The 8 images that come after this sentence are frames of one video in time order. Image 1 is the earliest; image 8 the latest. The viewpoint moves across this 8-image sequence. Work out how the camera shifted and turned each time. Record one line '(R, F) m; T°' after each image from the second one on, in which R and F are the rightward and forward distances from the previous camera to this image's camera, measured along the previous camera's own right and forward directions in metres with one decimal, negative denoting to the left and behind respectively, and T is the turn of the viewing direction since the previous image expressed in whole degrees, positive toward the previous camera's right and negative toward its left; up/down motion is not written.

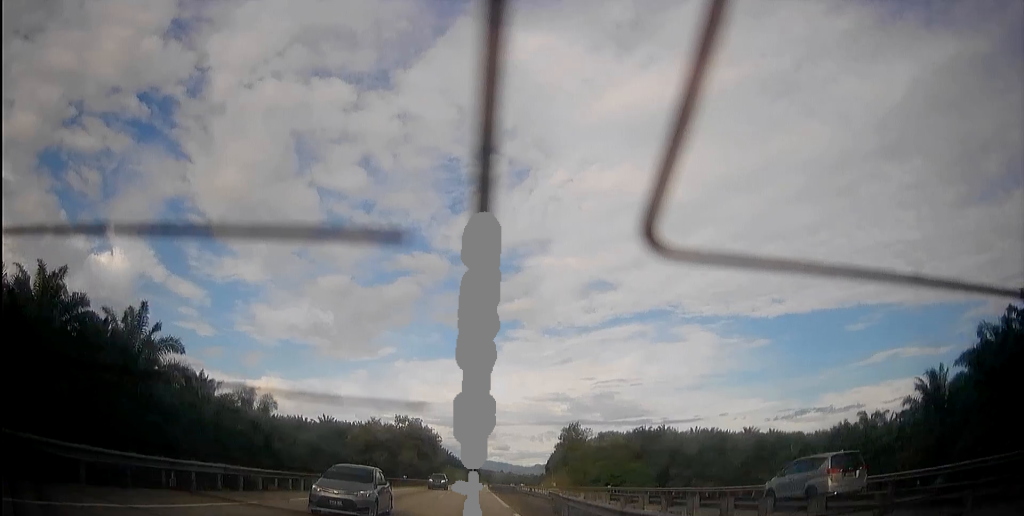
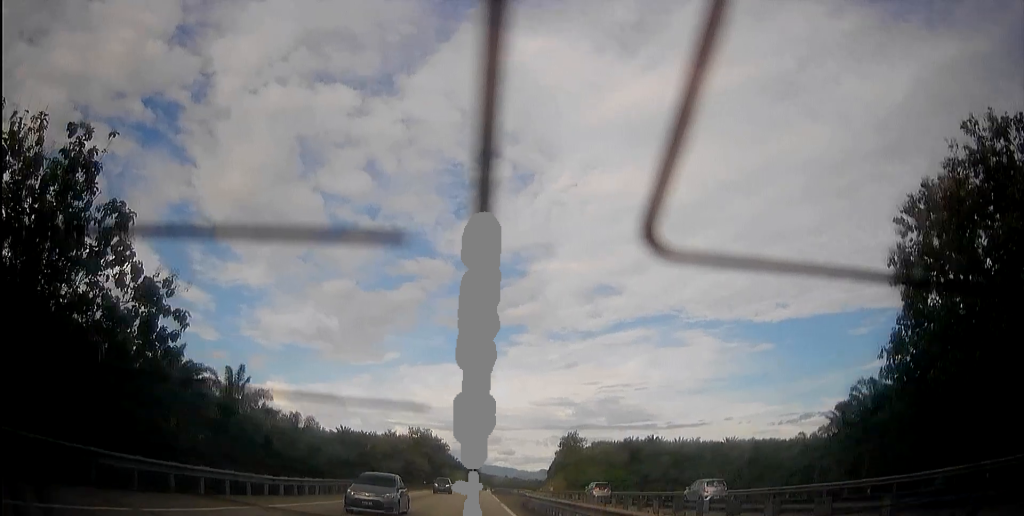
(0.0, +20.4) m; 0°
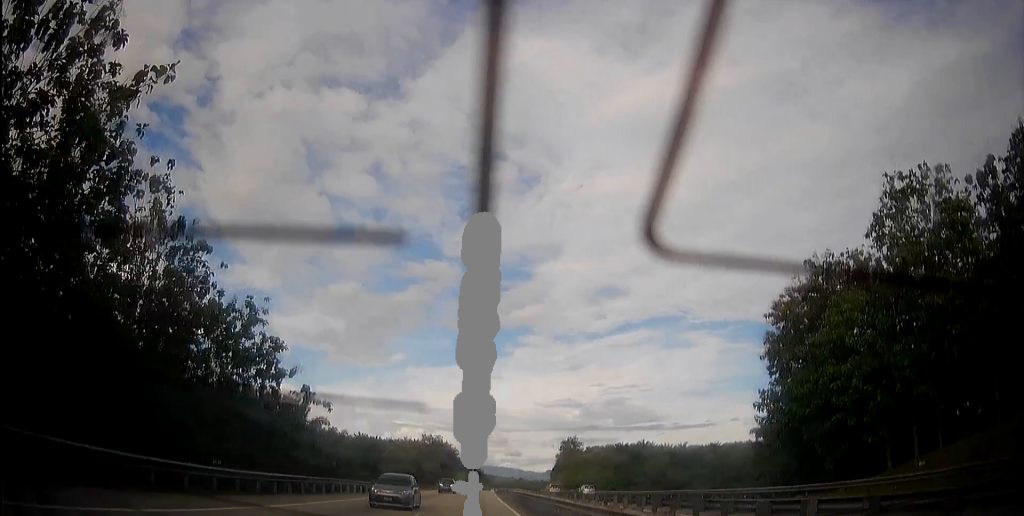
(+0.1, +20.5) m; 0°
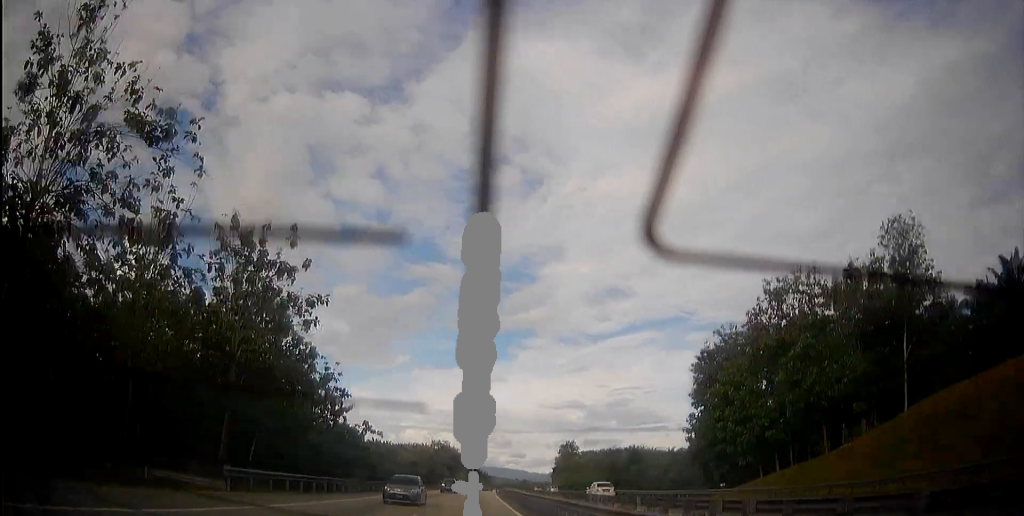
(+0.1, +21.7) m; +1°
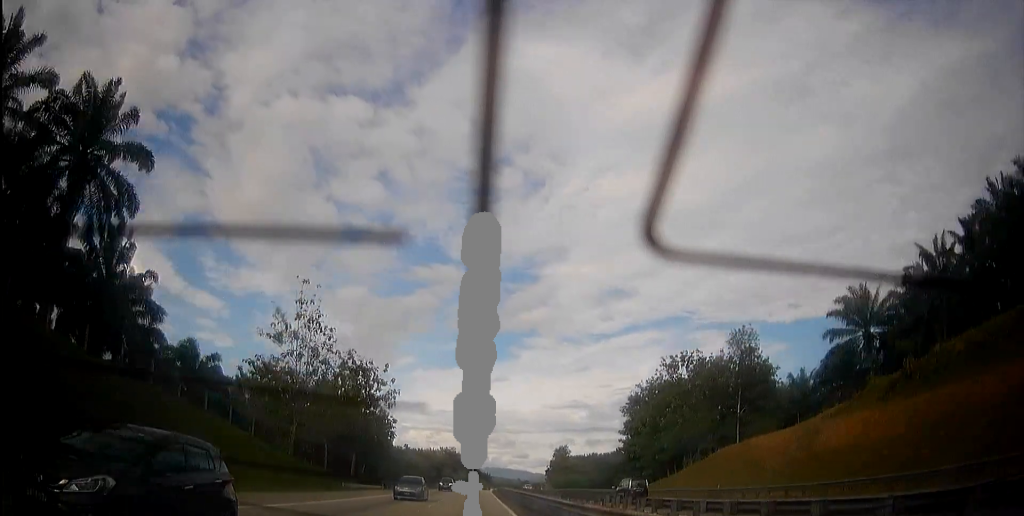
(+0.2, +34.9) m; 0°
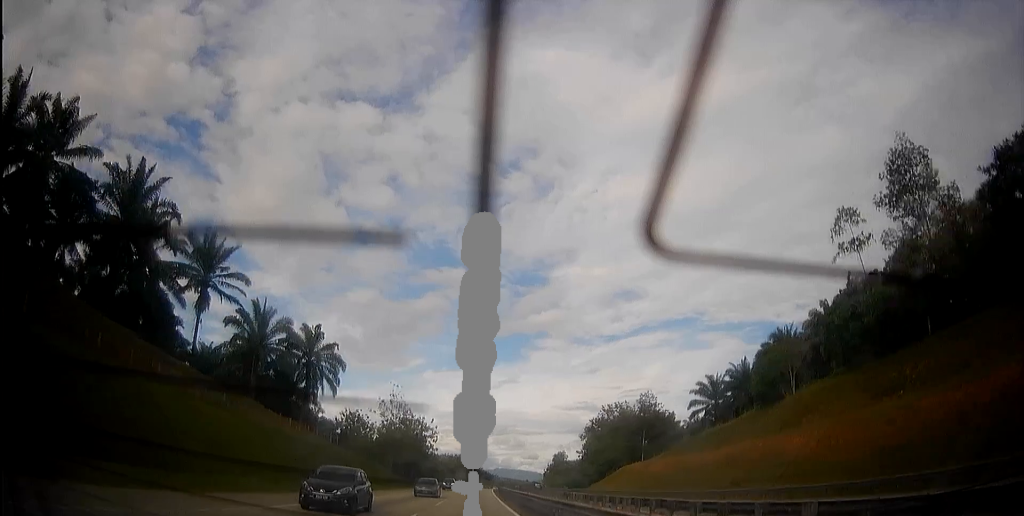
(+0.3, +53.0) m; +1°
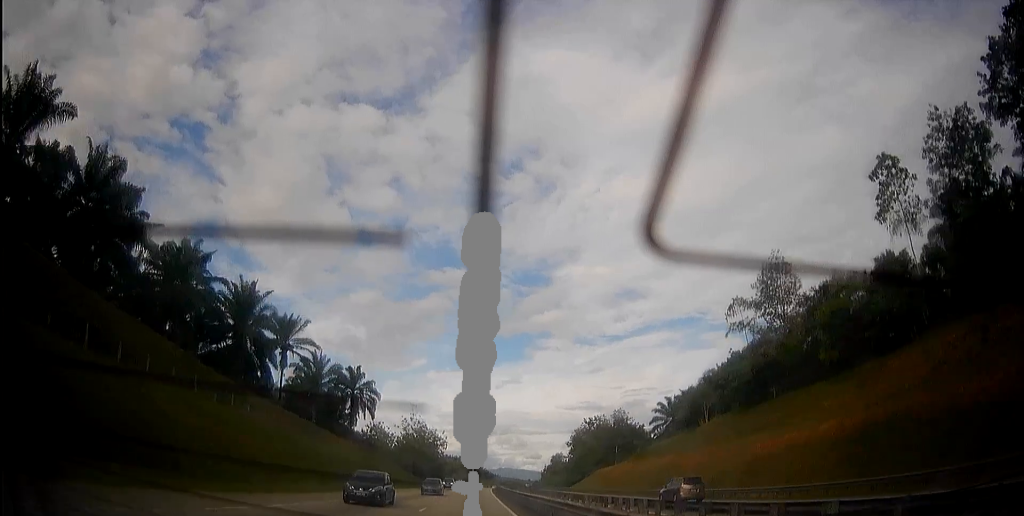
(+0.2, +26.5) m; +1°
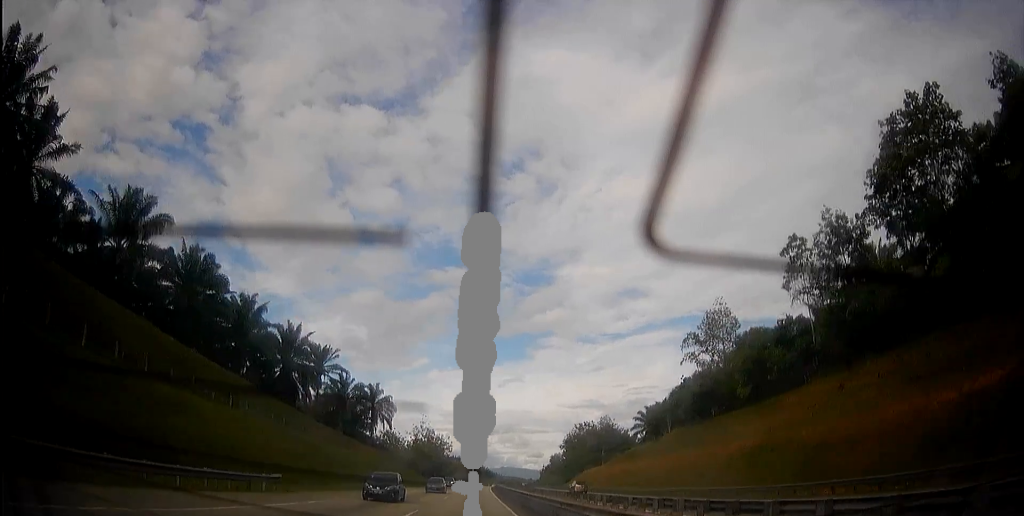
(+0.1, +19.2) m; 0°
